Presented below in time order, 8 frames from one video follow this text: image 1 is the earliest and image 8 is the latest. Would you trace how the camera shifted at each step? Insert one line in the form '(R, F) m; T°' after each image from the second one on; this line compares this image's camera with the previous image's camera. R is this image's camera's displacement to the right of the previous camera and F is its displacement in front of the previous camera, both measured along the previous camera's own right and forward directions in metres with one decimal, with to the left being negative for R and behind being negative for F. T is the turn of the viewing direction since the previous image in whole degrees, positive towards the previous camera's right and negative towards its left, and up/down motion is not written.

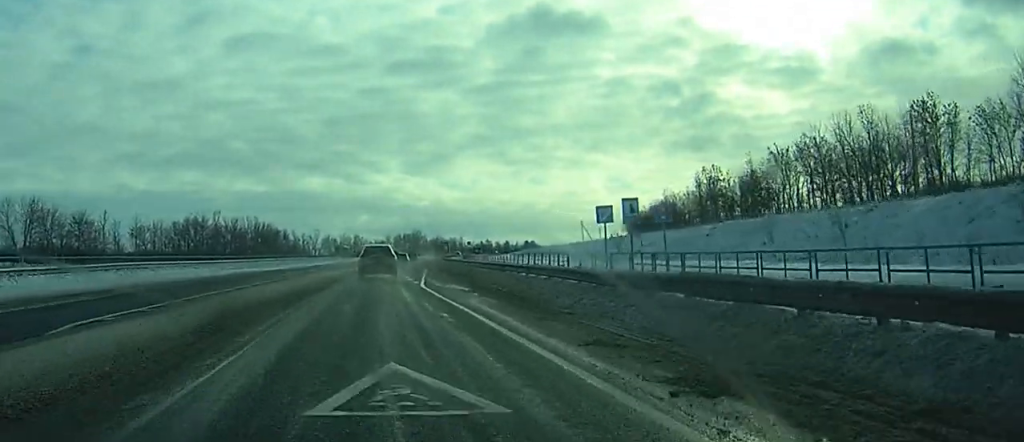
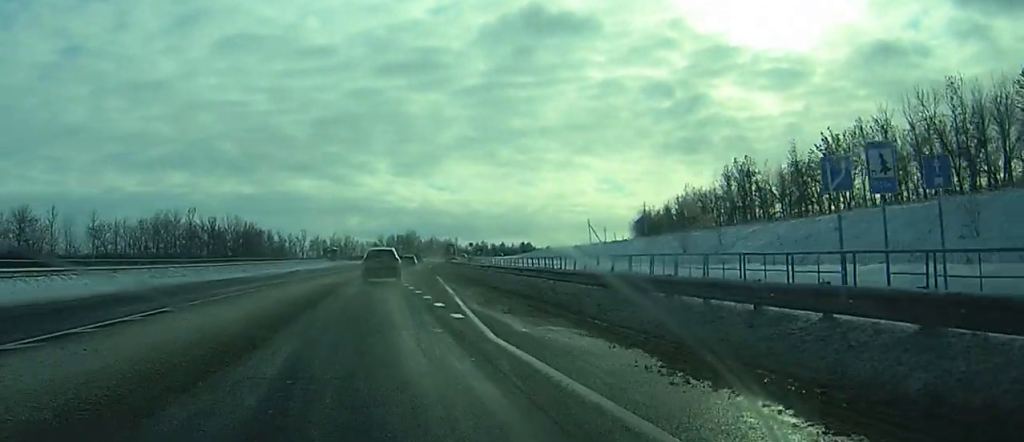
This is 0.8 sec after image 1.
(0.0, +18.8) m; +1°
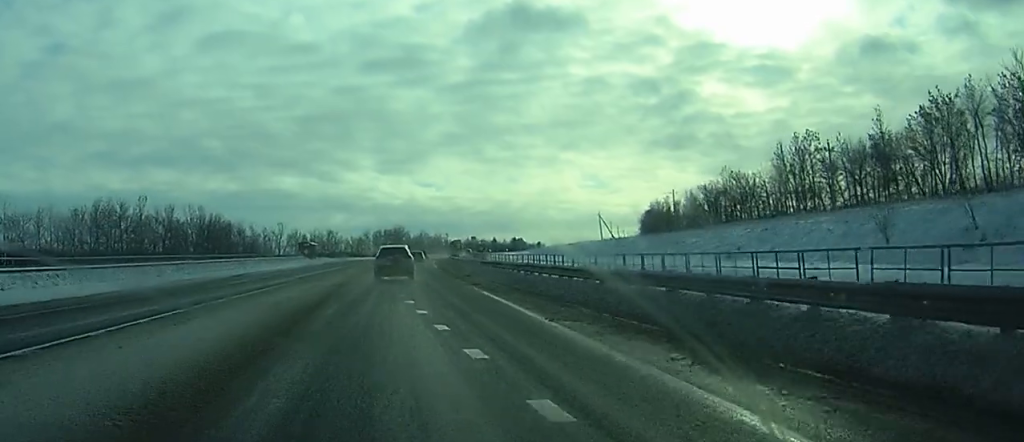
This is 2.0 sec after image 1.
(+0.2, +27.3) m; 0°
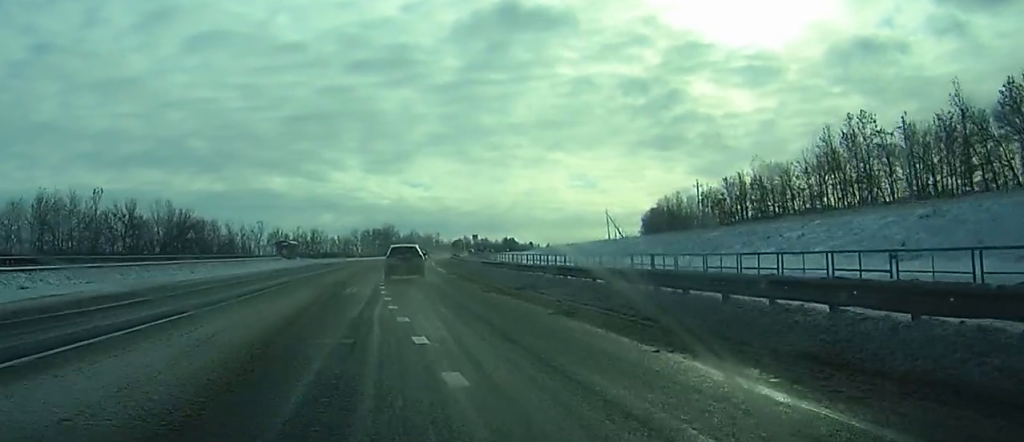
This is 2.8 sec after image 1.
(0.0, +18.2) m; 0°
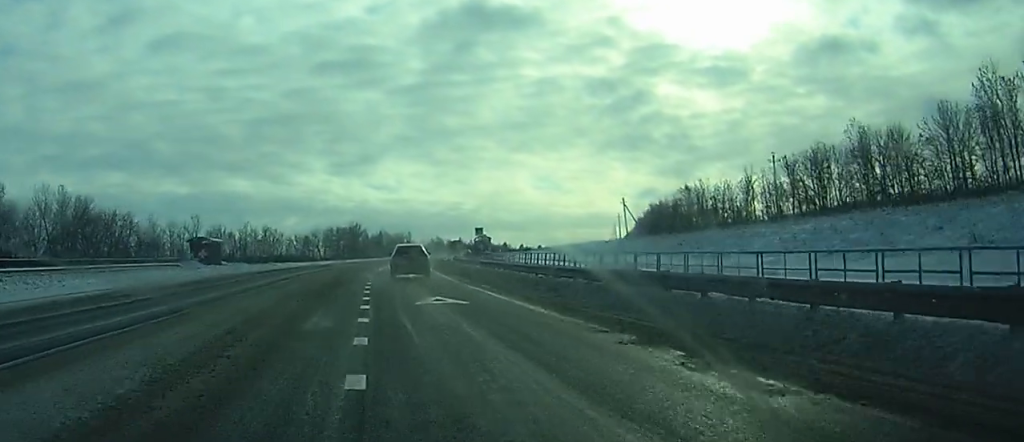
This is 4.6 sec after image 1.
(+0.4, +40.2) m; +2°
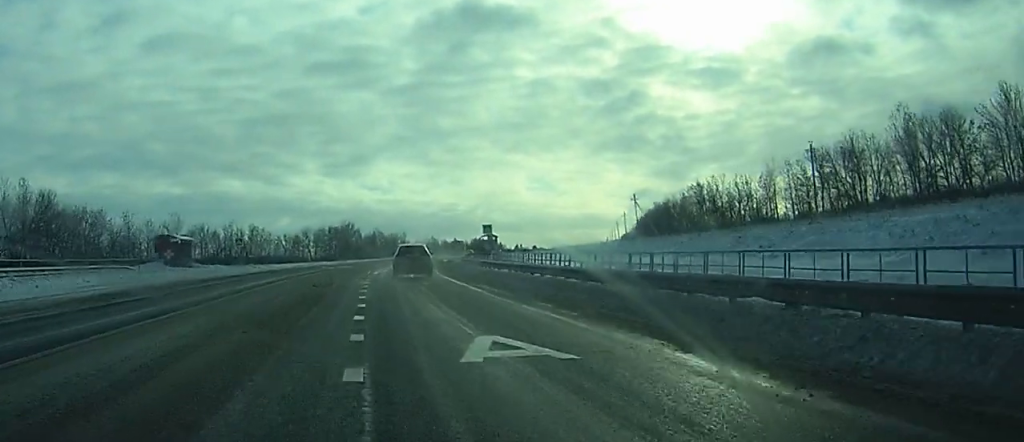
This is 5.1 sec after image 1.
(0.0, +11.4) m; +1°
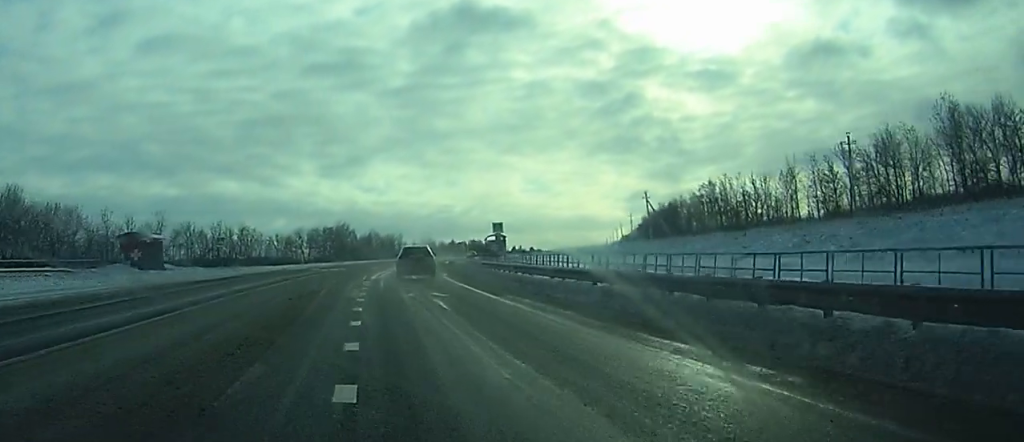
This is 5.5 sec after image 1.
(+0.2, +9.2) m; +1°
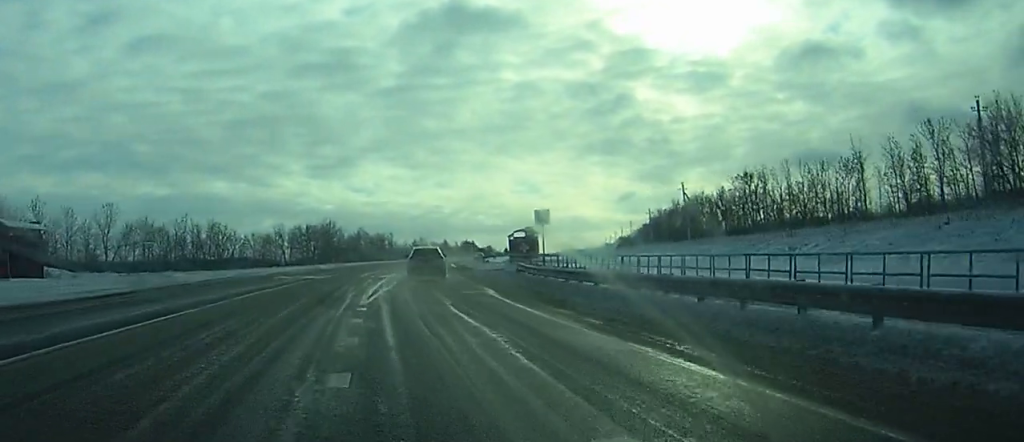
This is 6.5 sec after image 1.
(+0.3, +22.9) m; +1°
